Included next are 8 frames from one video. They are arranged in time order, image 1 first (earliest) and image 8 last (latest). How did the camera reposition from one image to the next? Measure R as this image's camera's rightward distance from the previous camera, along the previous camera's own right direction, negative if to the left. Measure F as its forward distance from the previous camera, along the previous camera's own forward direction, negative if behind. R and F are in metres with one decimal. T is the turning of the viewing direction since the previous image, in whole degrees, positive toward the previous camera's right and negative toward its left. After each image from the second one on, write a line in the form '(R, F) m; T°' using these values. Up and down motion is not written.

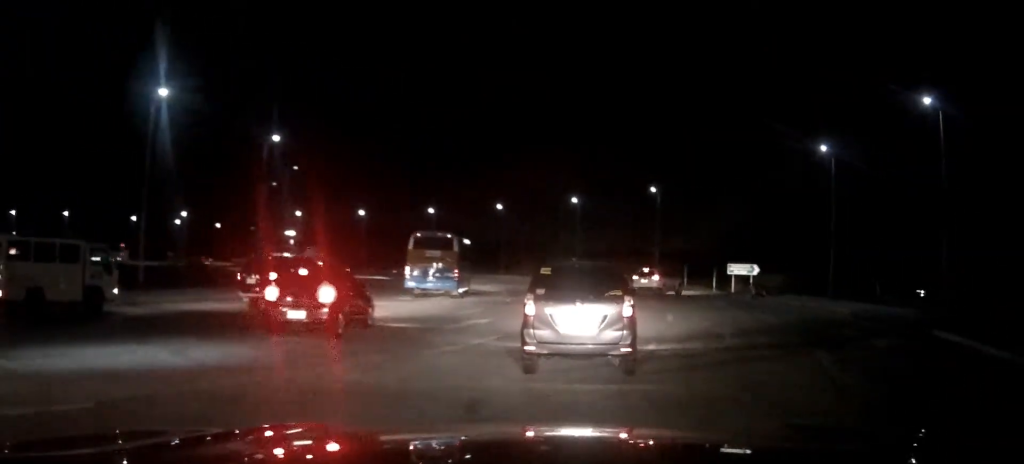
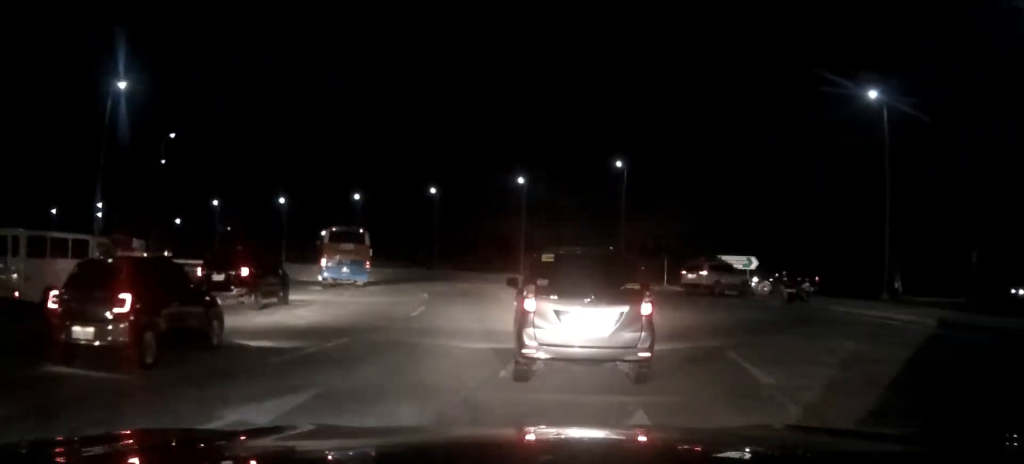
(+0.3, +13.5) m; -1°
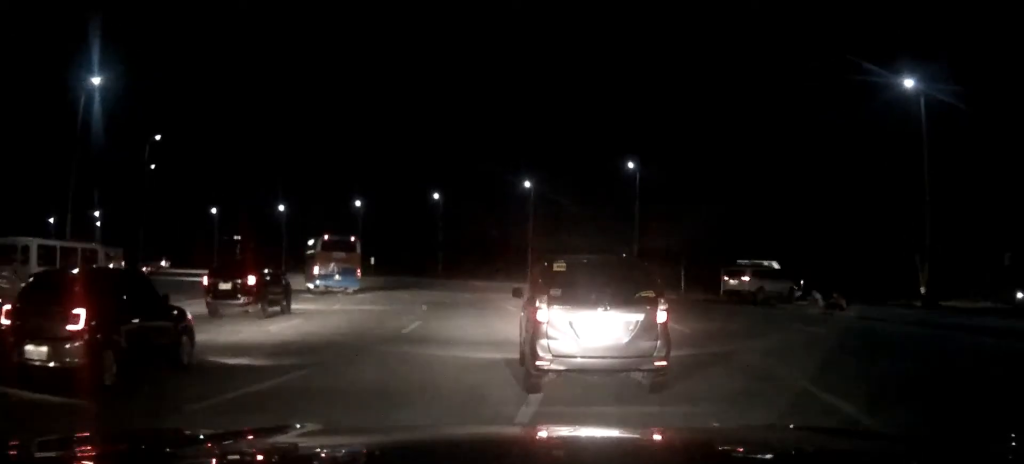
(0.0, +3.2) m; -1°
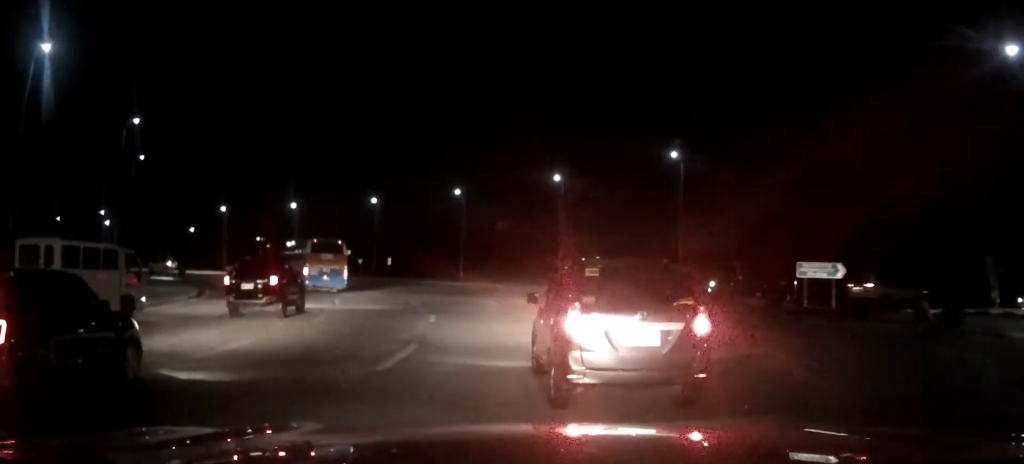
(-0.2, +6.3) m; -4°
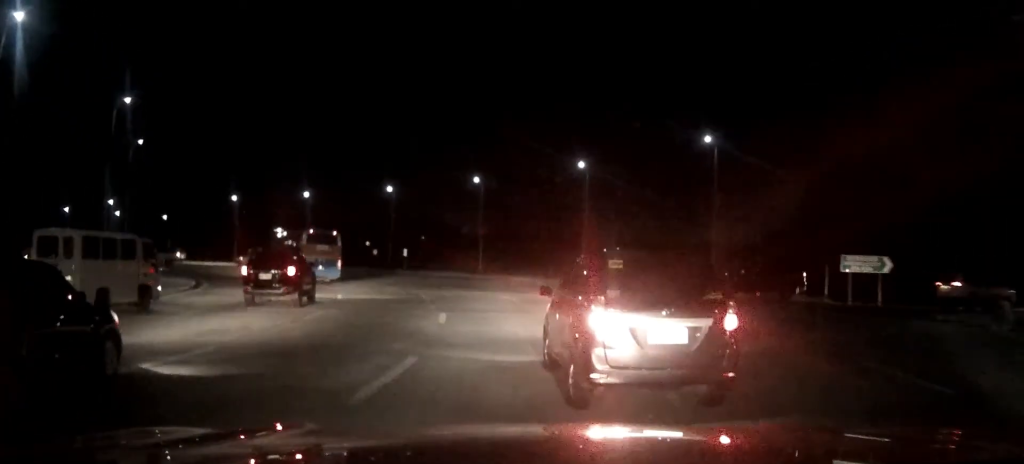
(0.0, +3.4) m; -2°
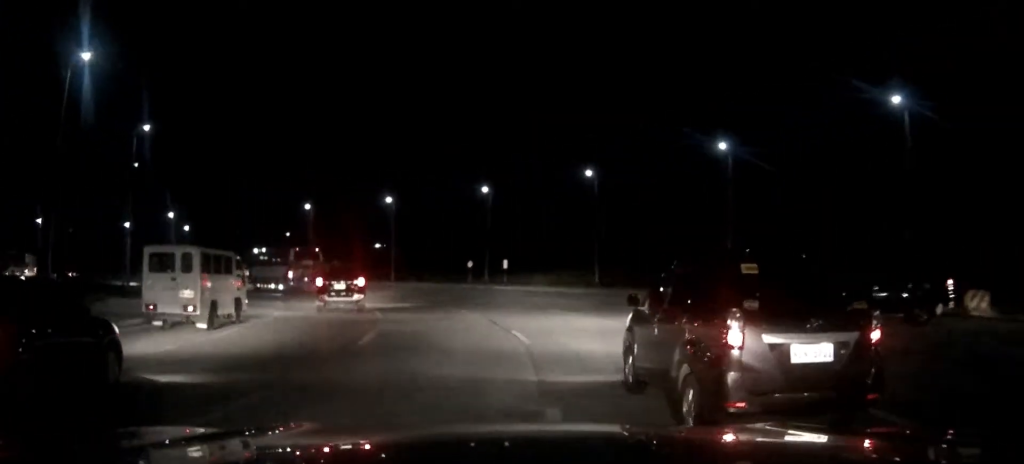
(-1.2, +13.7) m; -9°
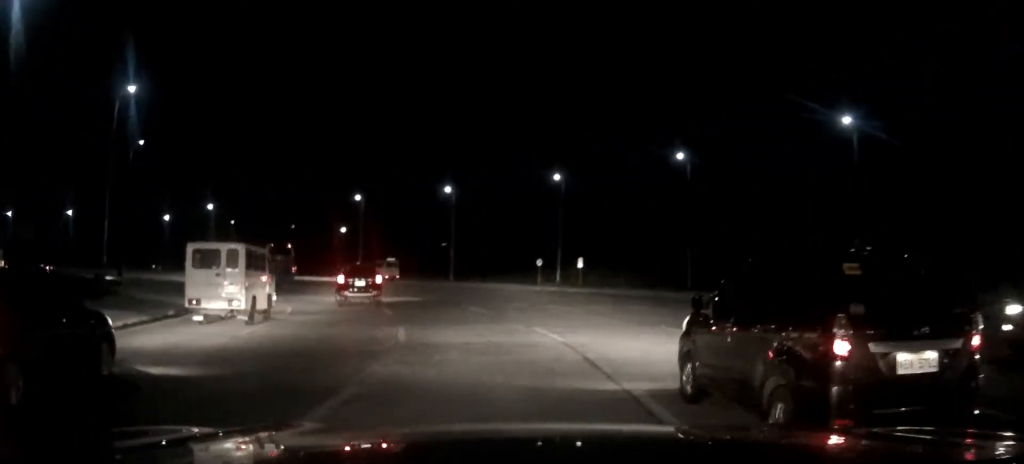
(-0.5, +9.4) m; -6°
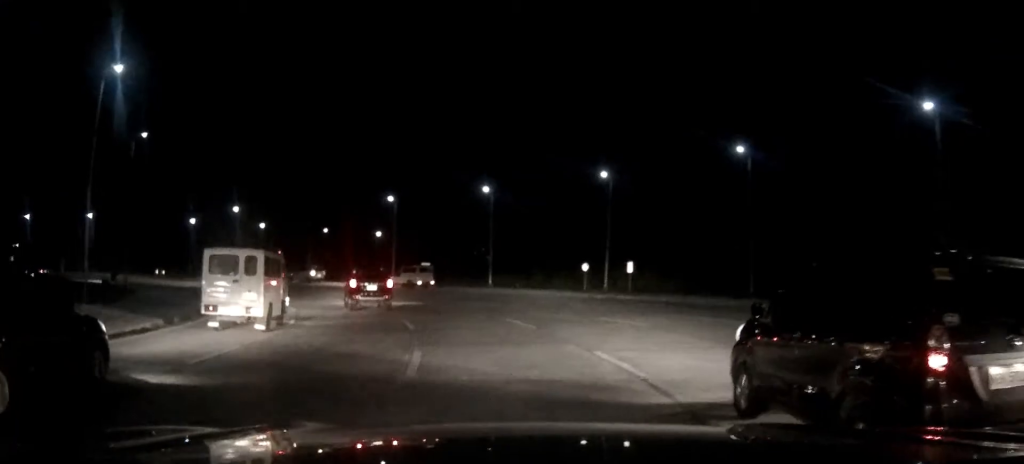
(-0.1, +4.8) m; -3°
